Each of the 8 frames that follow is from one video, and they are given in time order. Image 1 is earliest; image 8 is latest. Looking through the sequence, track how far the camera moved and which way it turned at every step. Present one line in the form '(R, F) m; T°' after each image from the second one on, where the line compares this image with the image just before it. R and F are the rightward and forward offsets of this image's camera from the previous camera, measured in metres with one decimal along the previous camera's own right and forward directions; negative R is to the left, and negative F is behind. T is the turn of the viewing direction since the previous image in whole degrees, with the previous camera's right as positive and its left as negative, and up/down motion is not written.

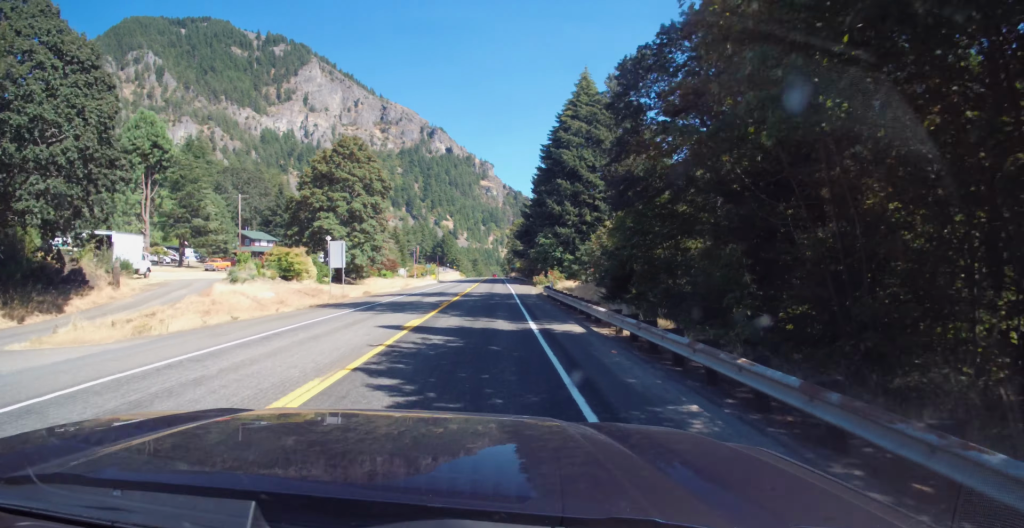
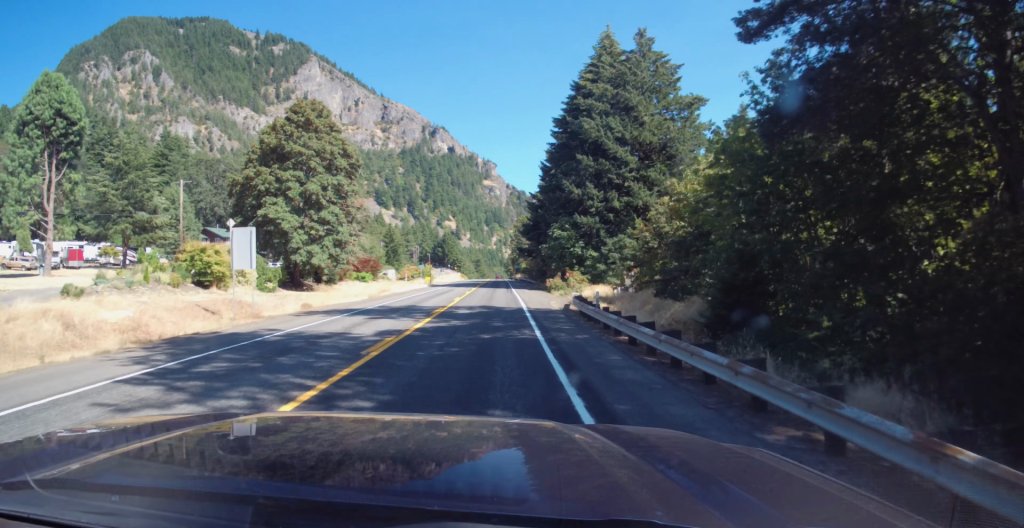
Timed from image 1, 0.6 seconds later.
(-0.3, +17.2) m; -1°
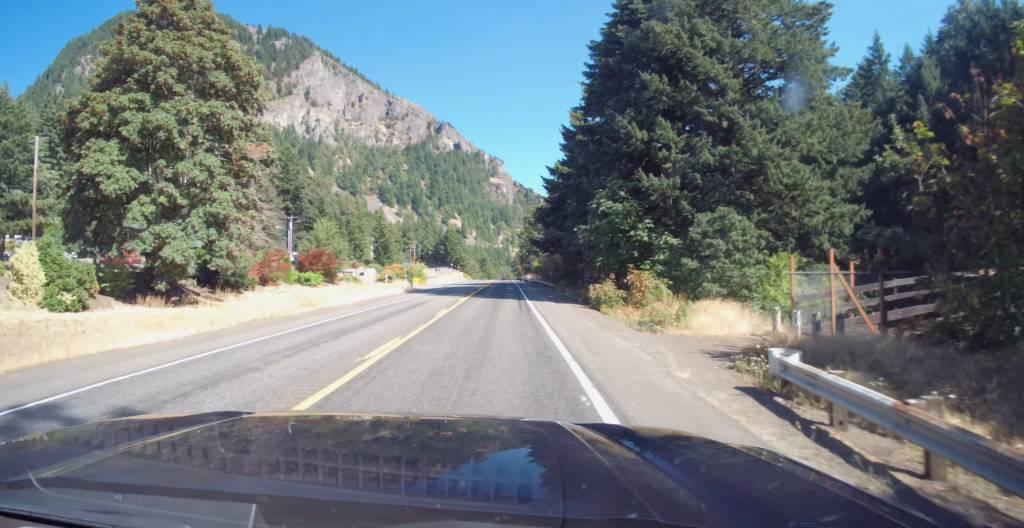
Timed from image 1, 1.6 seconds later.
(-0.1, +25.3) m; 0°
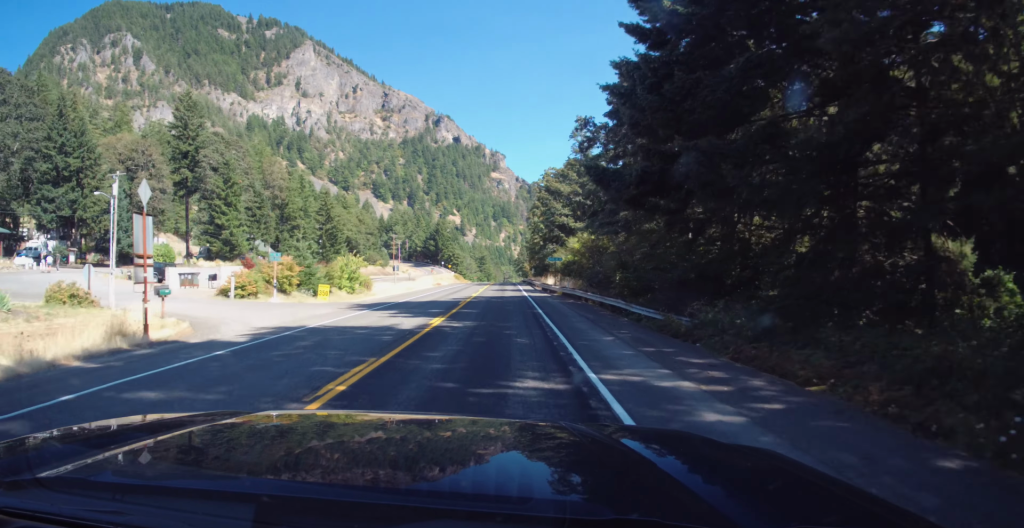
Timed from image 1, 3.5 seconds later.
(0.0, +53.0) m; 0°
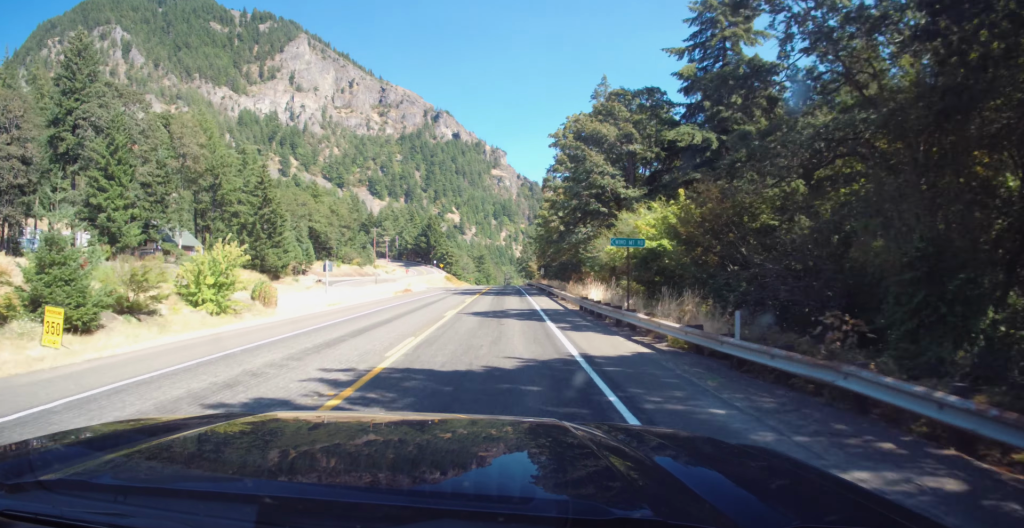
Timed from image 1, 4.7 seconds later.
(0.0, +31.4) m; +1°
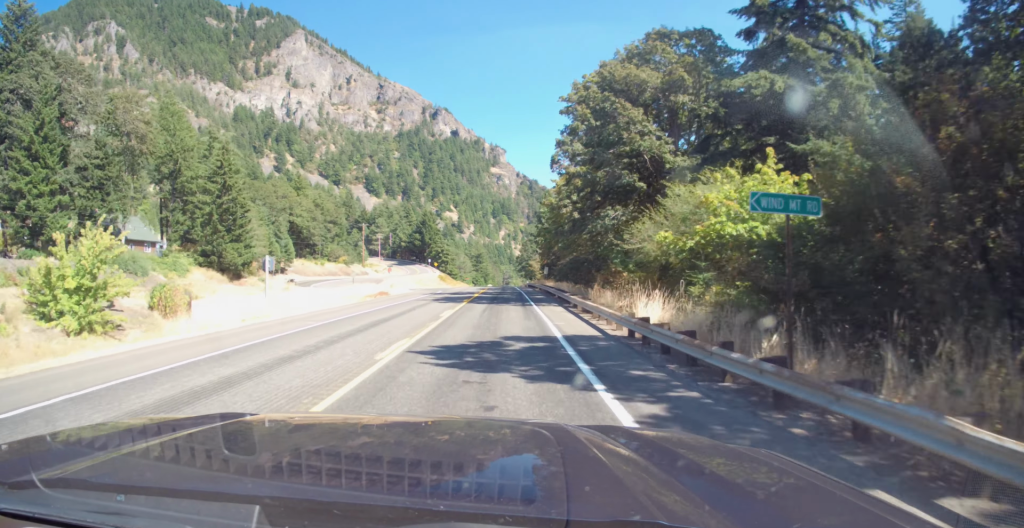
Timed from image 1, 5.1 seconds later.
(+0.2, +12.7) m; 0°
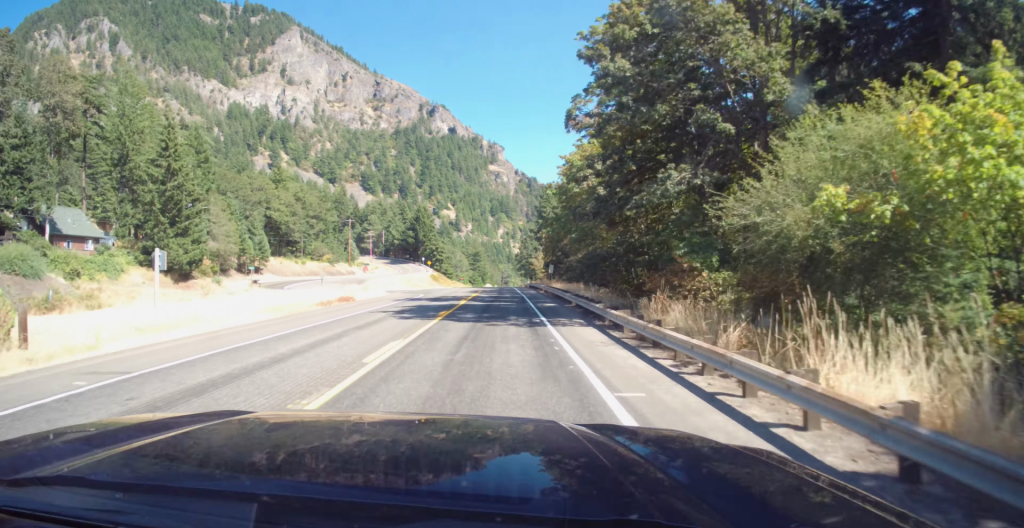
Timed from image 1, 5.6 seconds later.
(+0.3, +13.2) m; 0°
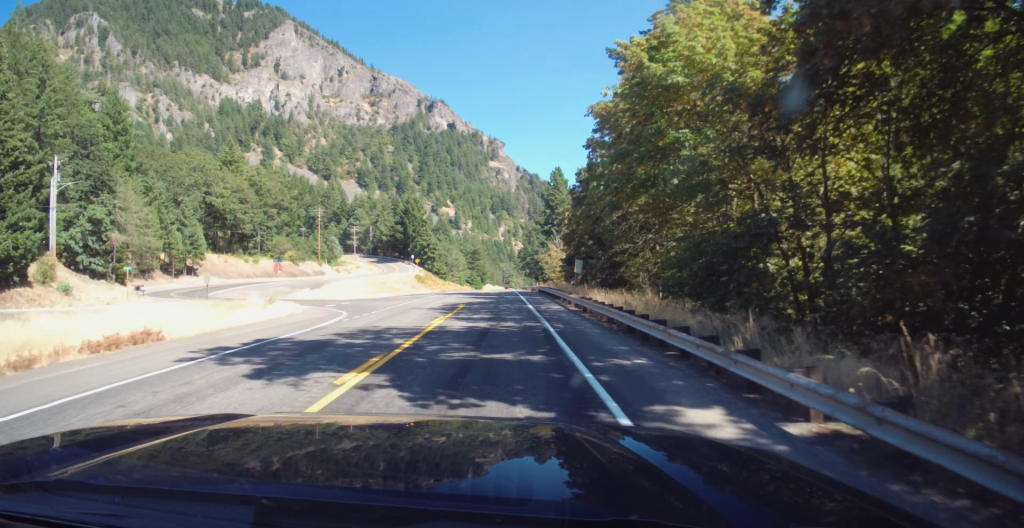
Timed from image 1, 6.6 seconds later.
(-0.4, +25.9) m; -1°
